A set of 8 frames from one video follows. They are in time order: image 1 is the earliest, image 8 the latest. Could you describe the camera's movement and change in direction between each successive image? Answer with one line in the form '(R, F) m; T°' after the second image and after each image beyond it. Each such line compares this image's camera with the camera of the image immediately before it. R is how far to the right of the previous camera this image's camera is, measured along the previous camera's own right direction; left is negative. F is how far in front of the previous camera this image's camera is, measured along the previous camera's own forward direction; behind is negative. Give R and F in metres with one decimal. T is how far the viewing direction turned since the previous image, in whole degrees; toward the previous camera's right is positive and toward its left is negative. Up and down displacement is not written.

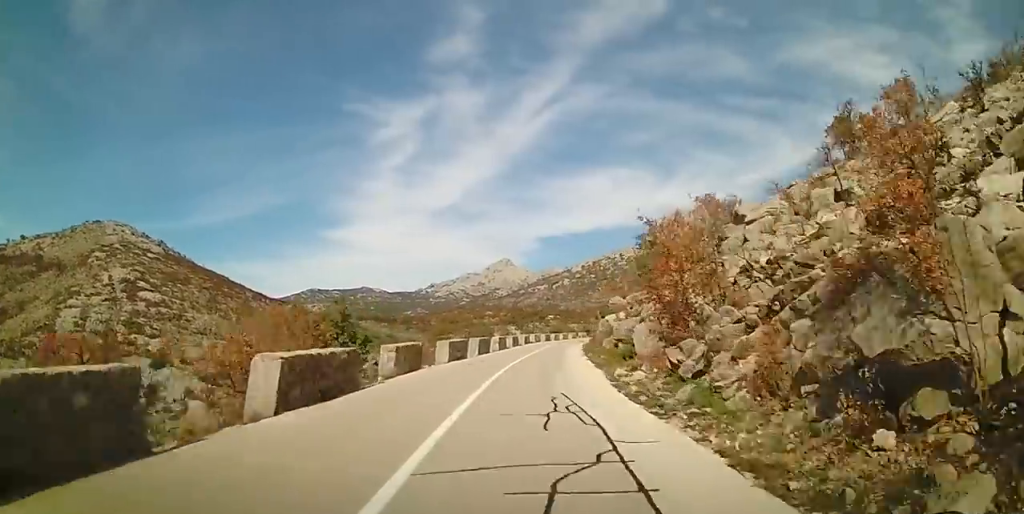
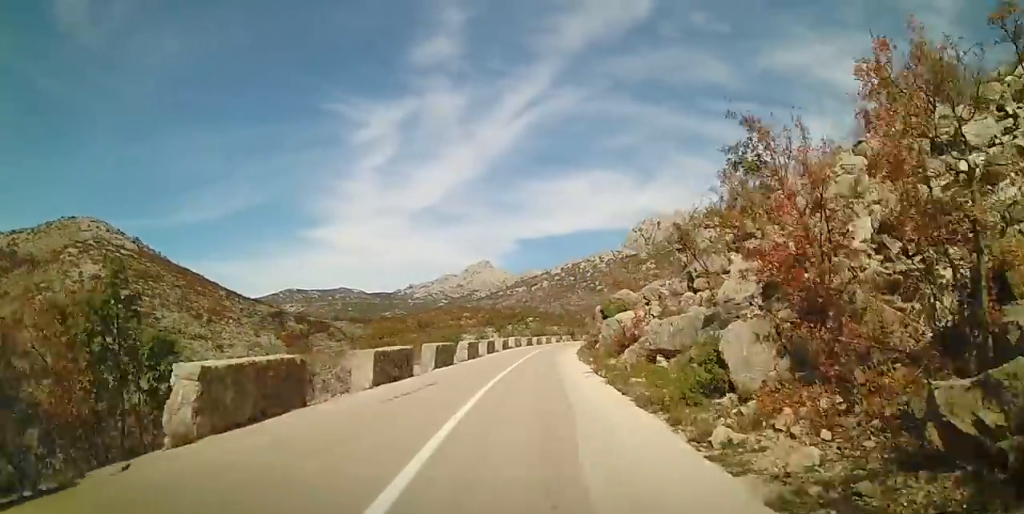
(-0.1, +8.6) m; +2°
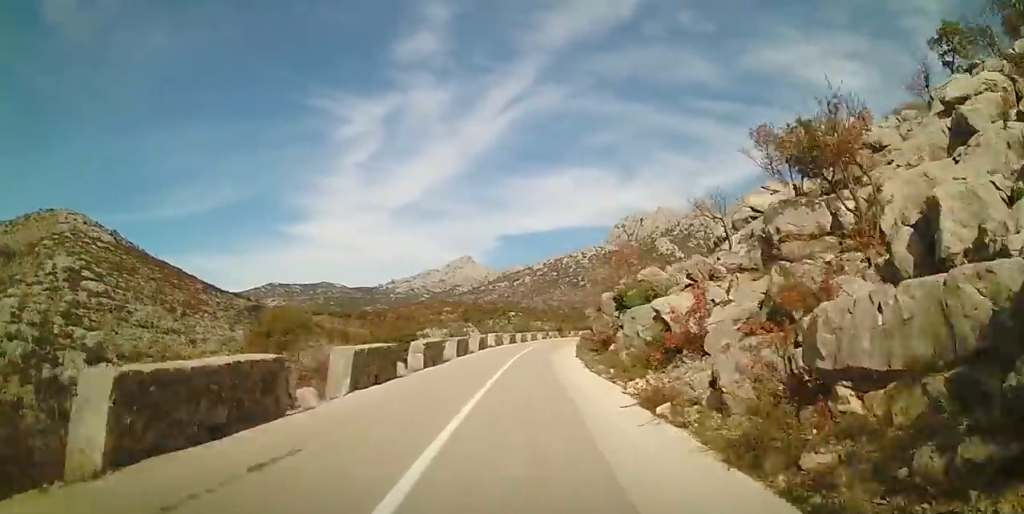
(+0.1, +8.1) m; +2°
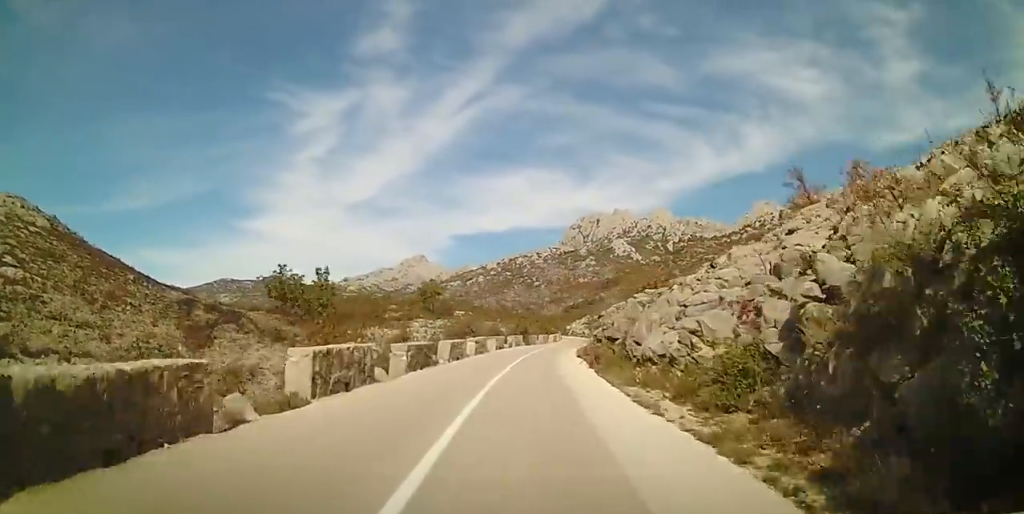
(+2.0, +27.8) m; +6°
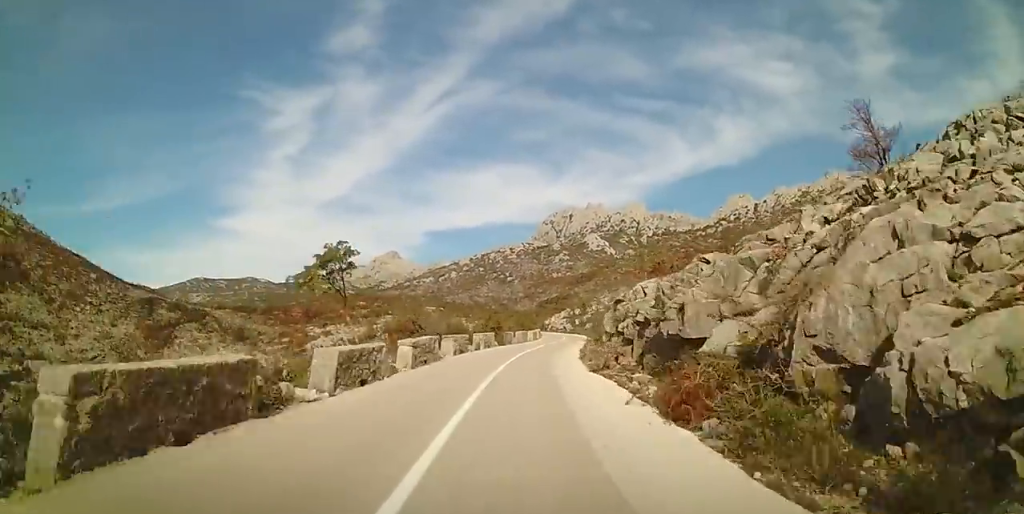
(+0.2, +11.9) m; +2°
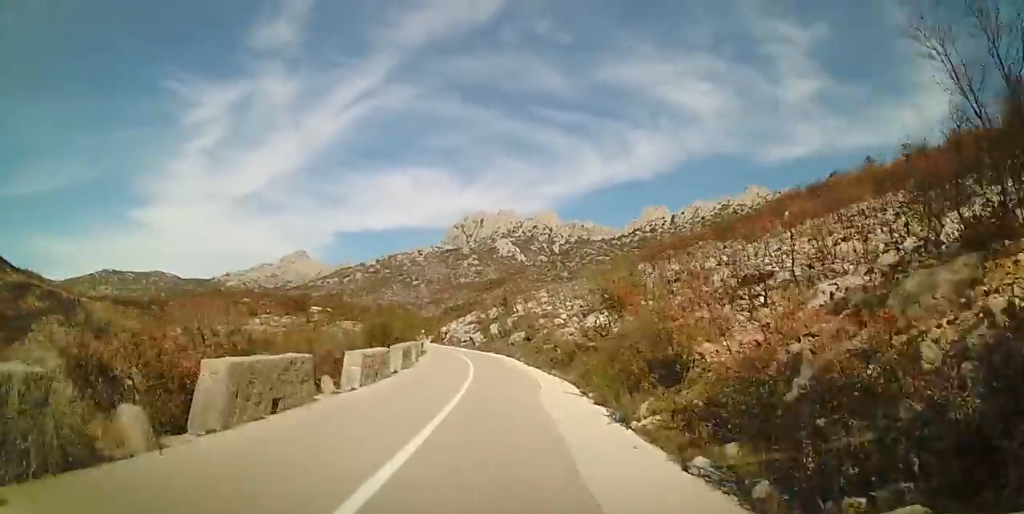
(+2.9, +36.3) m; +8°
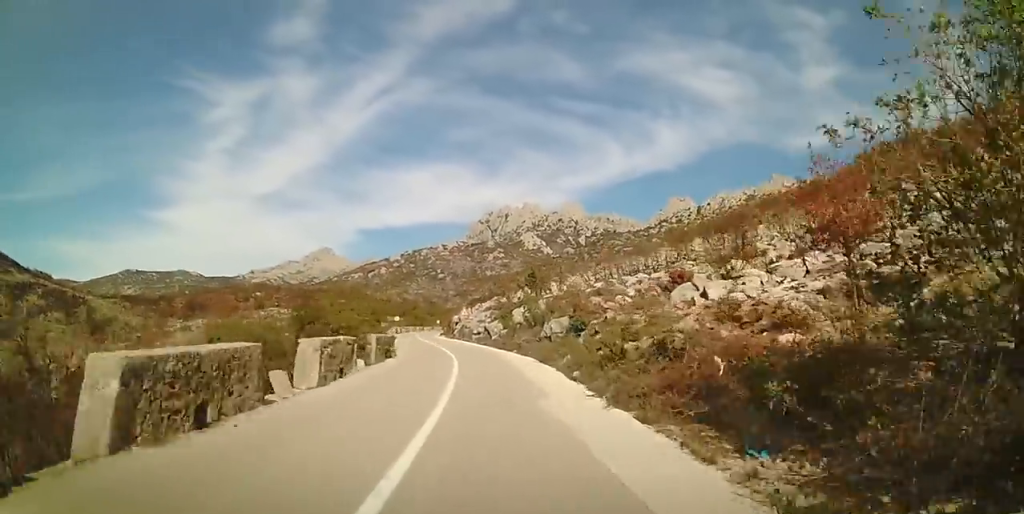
(+0.1, +16.9) m; -2°
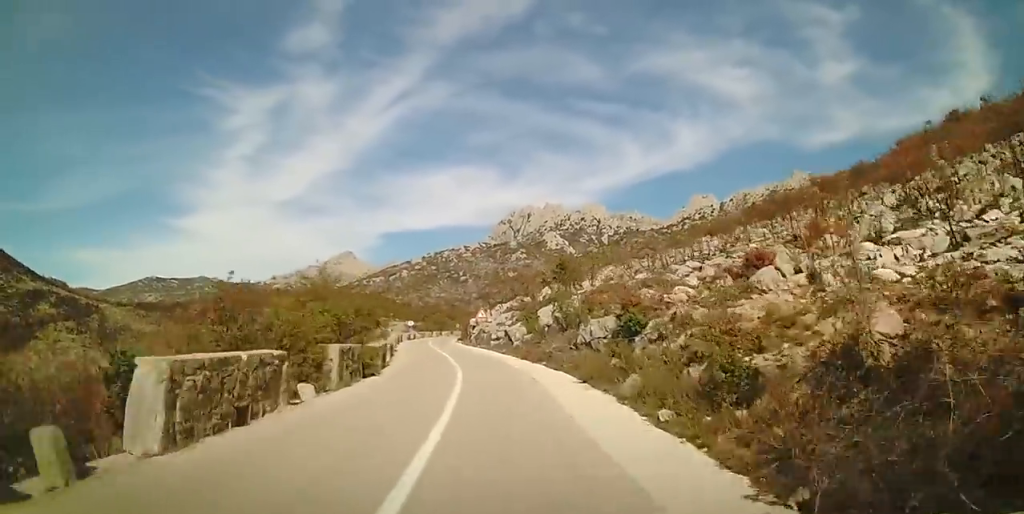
(-0.1, +6.2) m; -2°
